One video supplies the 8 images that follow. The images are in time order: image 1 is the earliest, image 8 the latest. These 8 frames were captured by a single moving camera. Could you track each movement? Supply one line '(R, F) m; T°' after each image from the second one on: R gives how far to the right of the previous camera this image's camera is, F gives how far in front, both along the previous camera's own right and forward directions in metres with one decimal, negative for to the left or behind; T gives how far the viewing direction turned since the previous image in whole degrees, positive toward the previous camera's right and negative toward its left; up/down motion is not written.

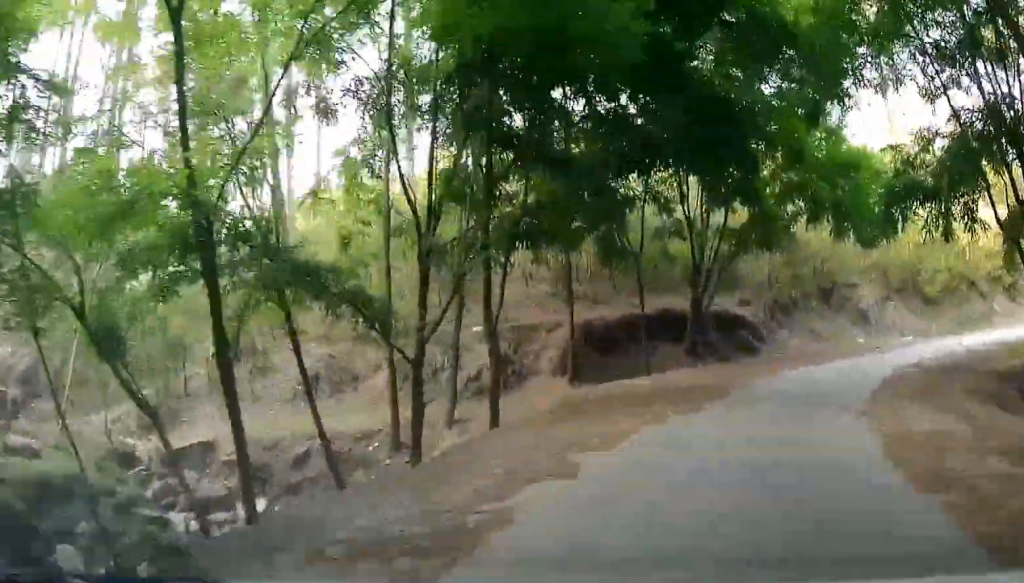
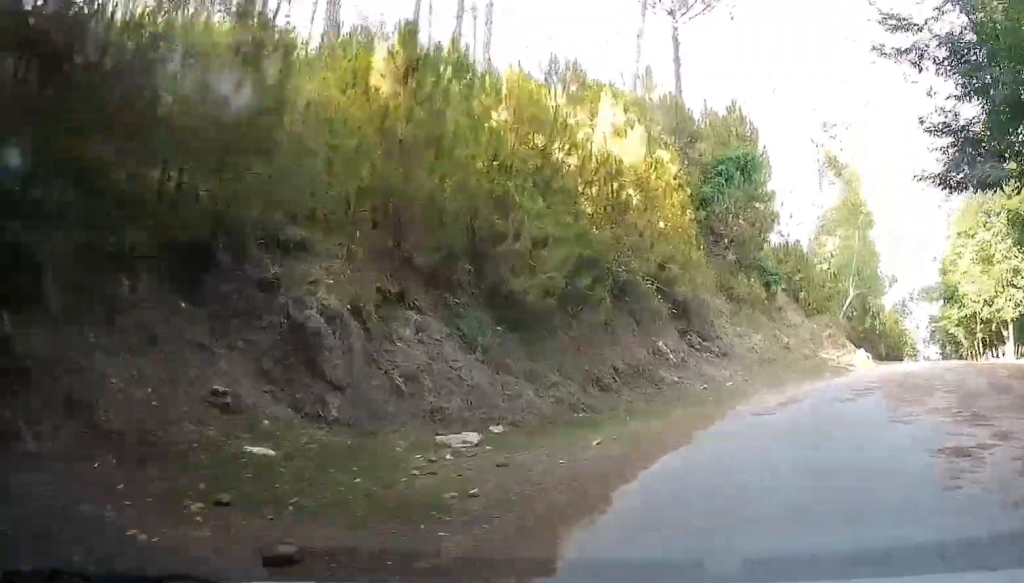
(+4.9, +18.6) m; +30°
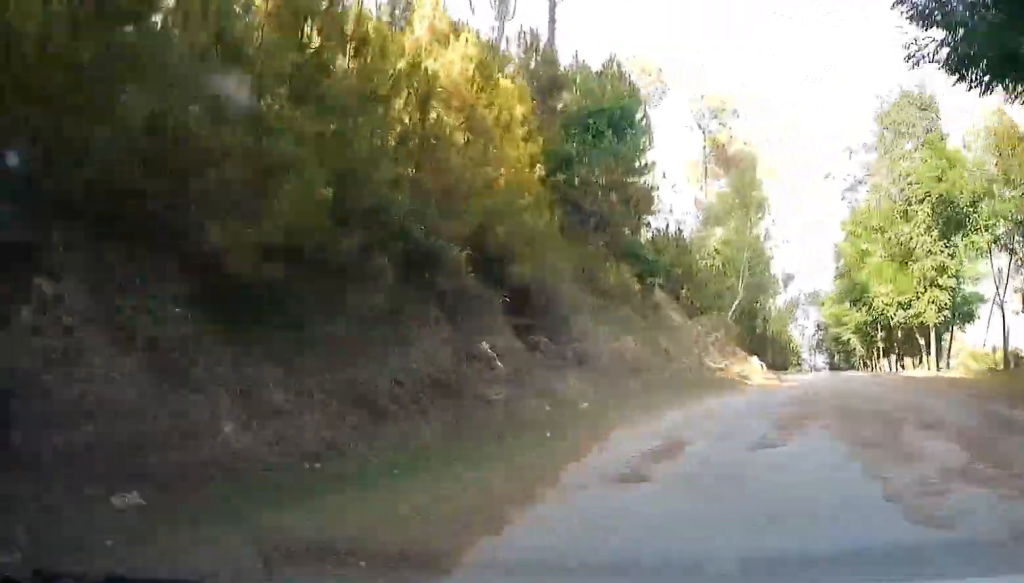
(0.0, +4.9) m; +7°
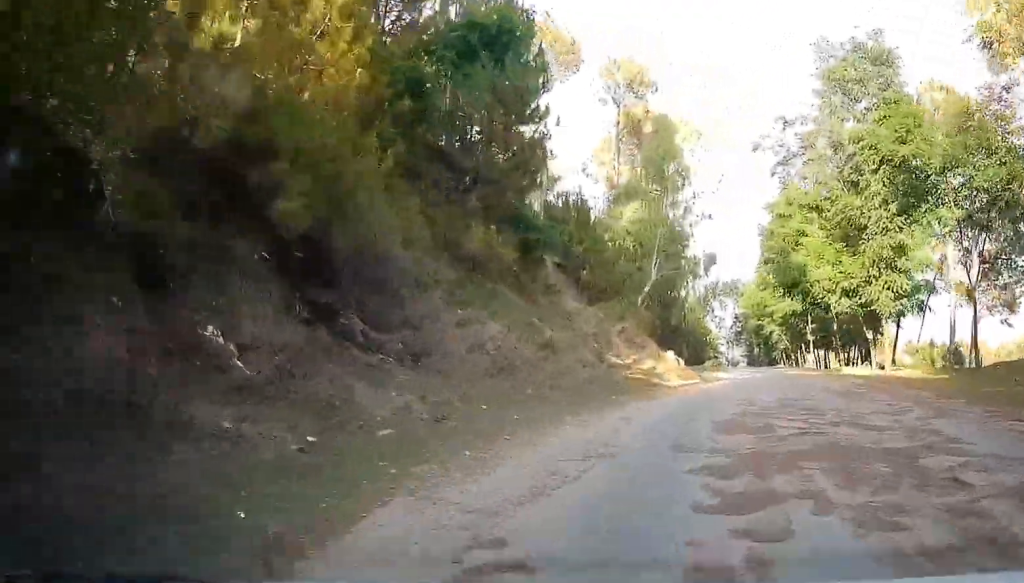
(+0.7, +6.9) m; +9°
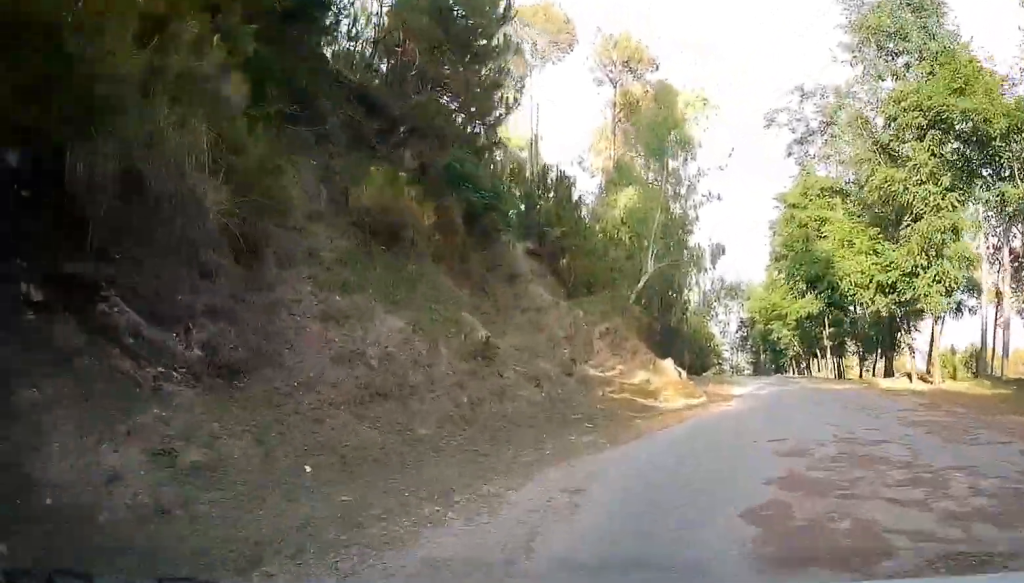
(+0.5, +7.3) m; +8°
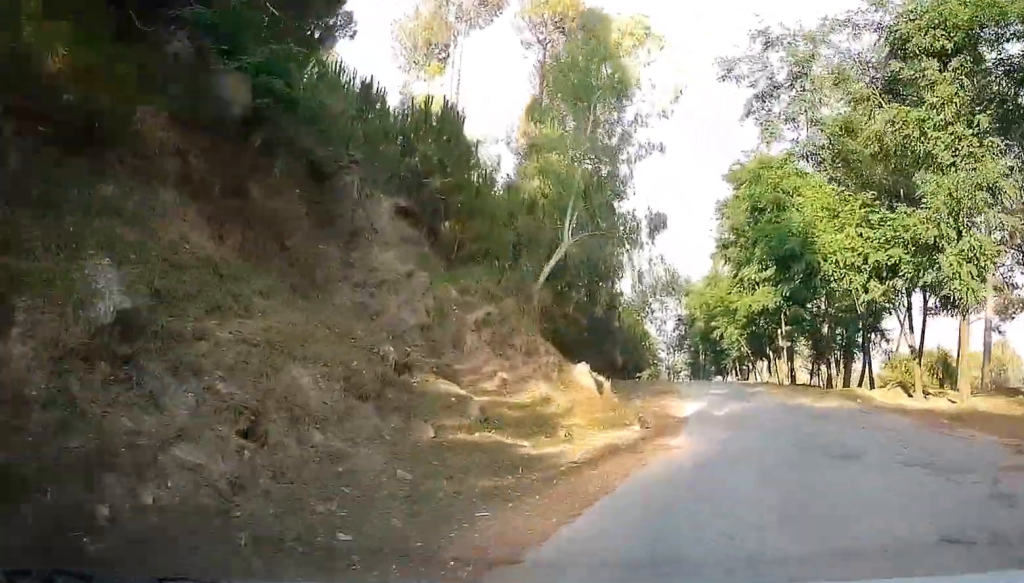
(+1.1, +9.4) m; +7°
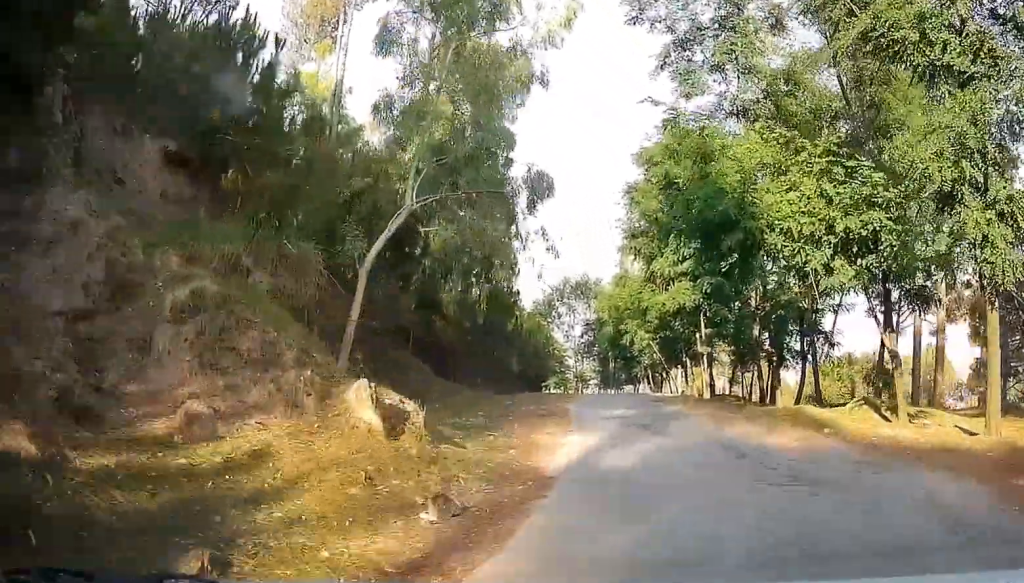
(+0.1, +7.4) m; +1°
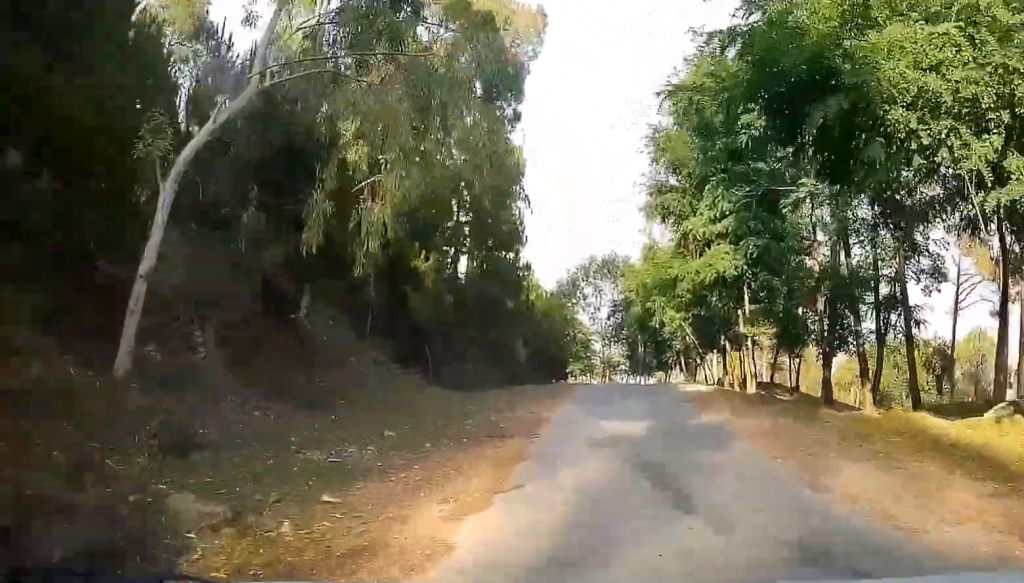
(0.0, +7.1) m; +2°
